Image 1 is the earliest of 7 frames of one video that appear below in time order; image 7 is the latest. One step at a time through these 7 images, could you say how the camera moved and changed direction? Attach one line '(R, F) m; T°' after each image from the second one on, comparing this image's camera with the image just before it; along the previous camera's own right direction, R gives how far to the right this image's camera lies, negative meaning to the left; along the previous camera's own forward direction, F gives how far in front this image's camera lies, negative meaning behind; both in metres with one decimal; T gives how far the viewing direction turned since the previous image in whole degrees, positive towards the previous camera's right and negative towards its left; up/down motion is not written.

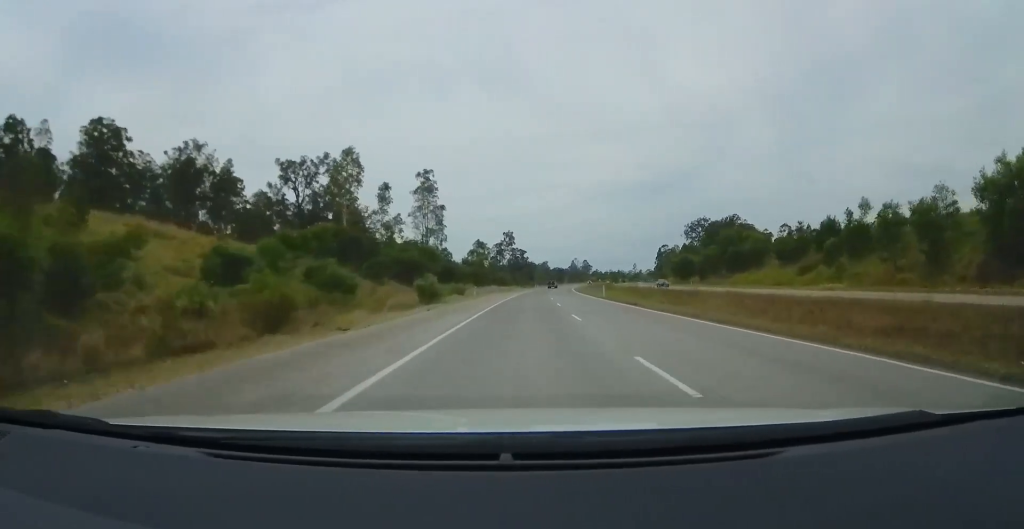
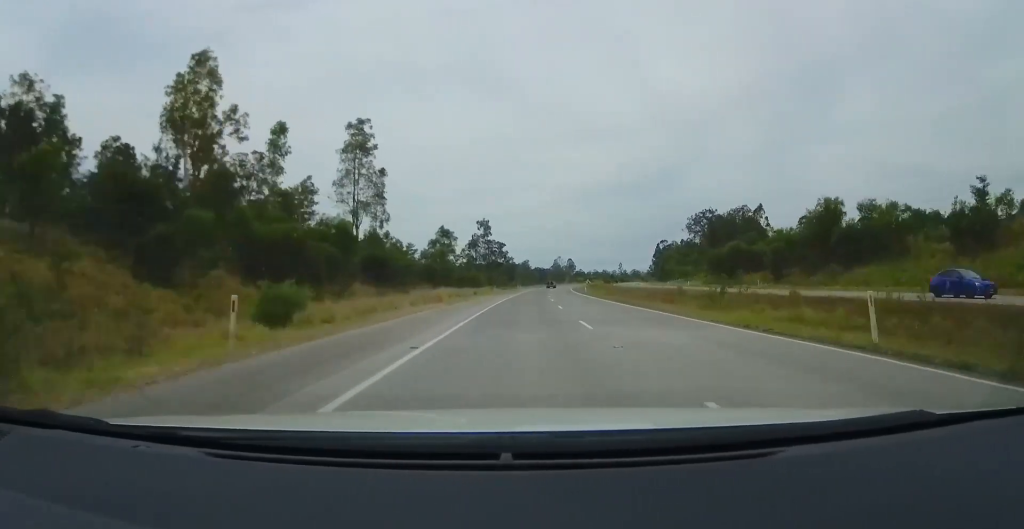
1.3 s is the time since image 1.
(+1.4, +39.0) m; +4°
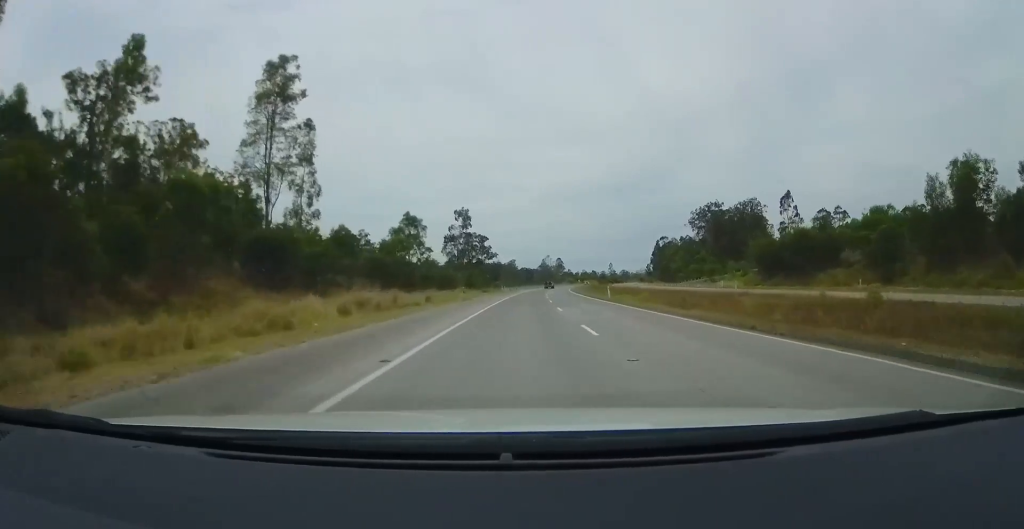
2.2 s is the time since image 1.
(+0.4, +26.1) m; +2°
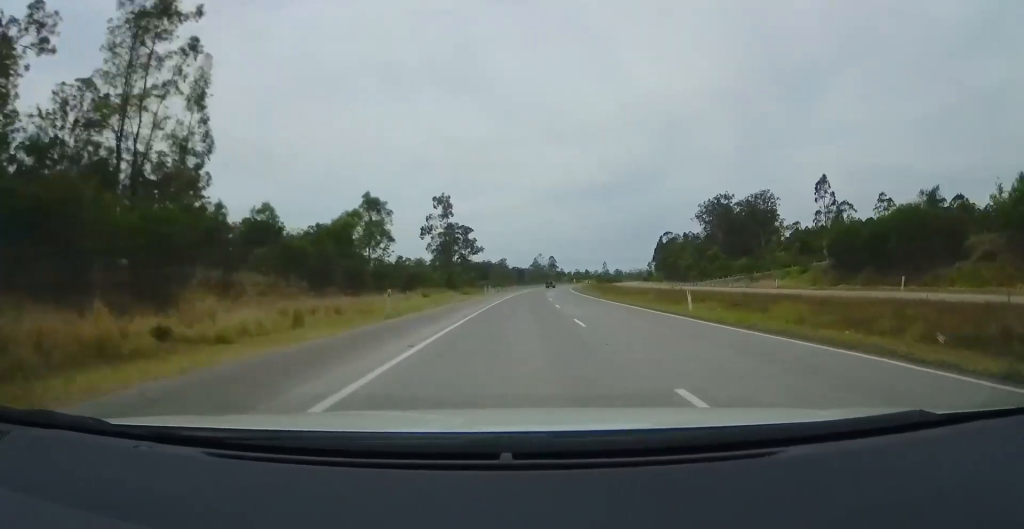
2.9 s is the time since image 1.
(+0.5, +21.5) m; +1°
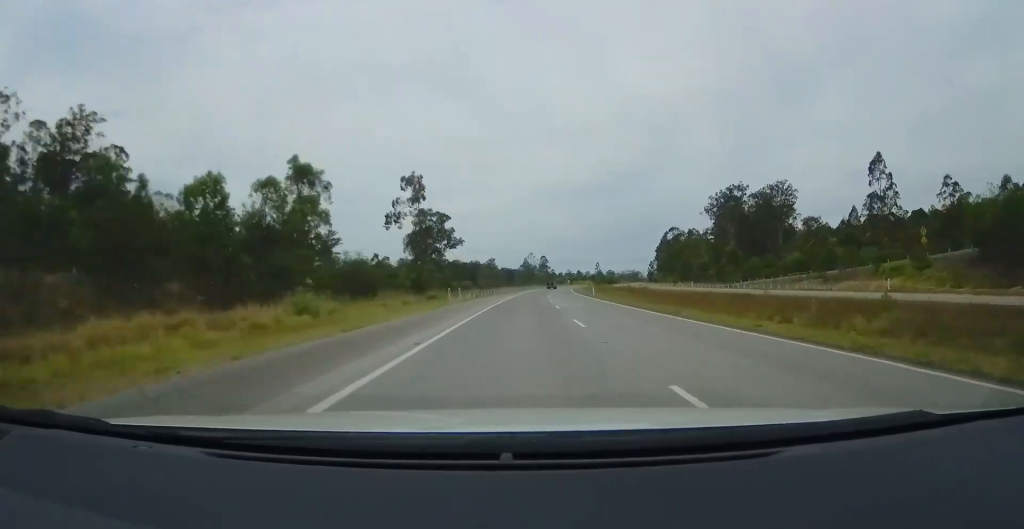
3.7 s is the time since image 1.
(+0.2, +23.8) m; 0°
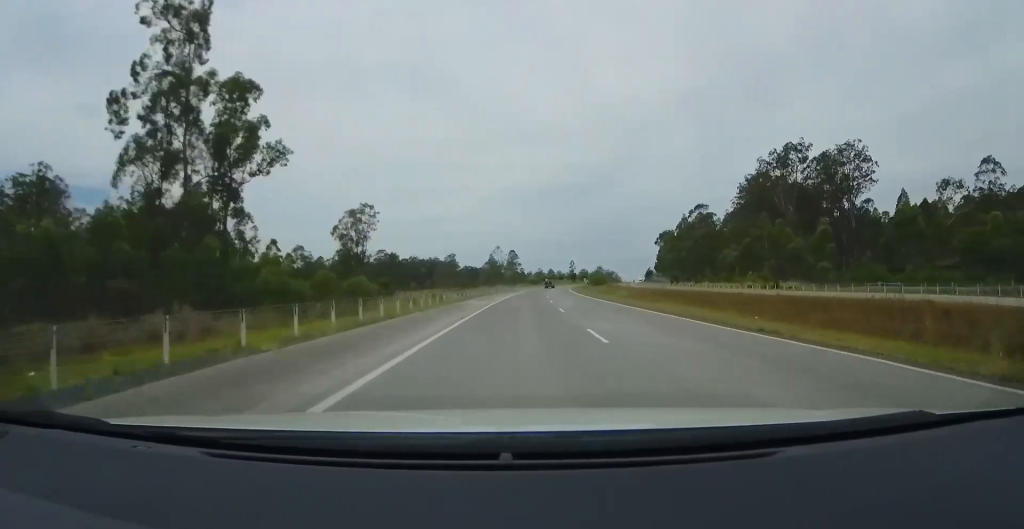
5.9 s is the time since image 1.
(+0.8, +66.0) m; +3°
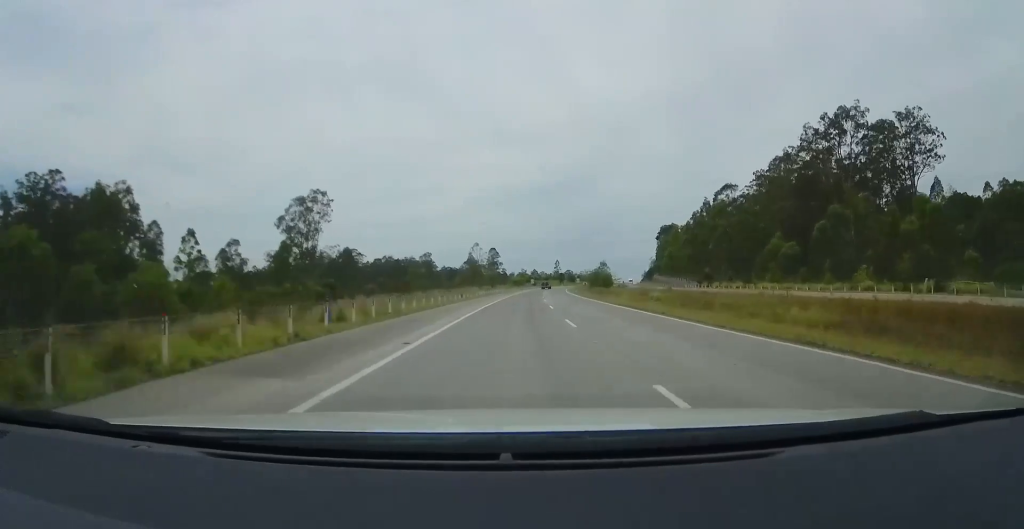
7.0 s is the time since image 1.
(+0.5, +31.3) m; 0°
